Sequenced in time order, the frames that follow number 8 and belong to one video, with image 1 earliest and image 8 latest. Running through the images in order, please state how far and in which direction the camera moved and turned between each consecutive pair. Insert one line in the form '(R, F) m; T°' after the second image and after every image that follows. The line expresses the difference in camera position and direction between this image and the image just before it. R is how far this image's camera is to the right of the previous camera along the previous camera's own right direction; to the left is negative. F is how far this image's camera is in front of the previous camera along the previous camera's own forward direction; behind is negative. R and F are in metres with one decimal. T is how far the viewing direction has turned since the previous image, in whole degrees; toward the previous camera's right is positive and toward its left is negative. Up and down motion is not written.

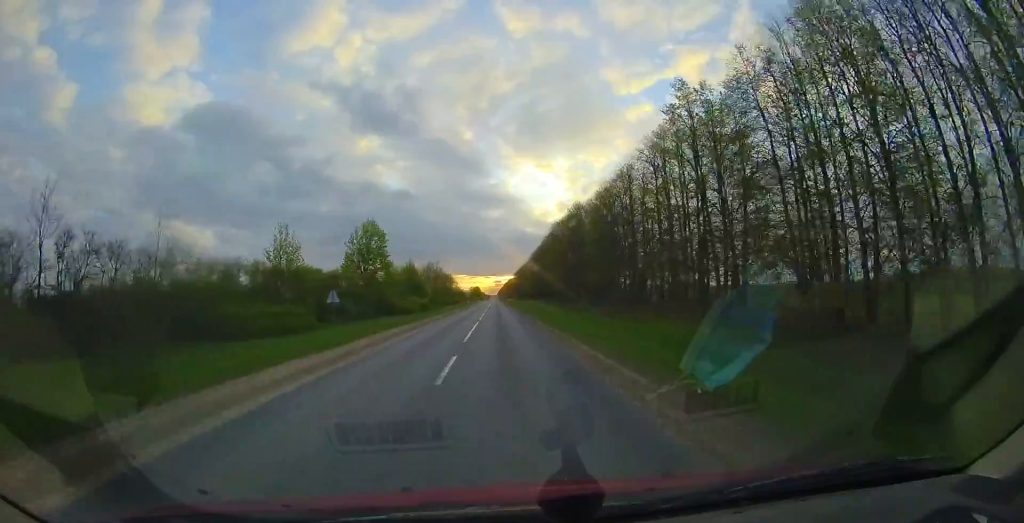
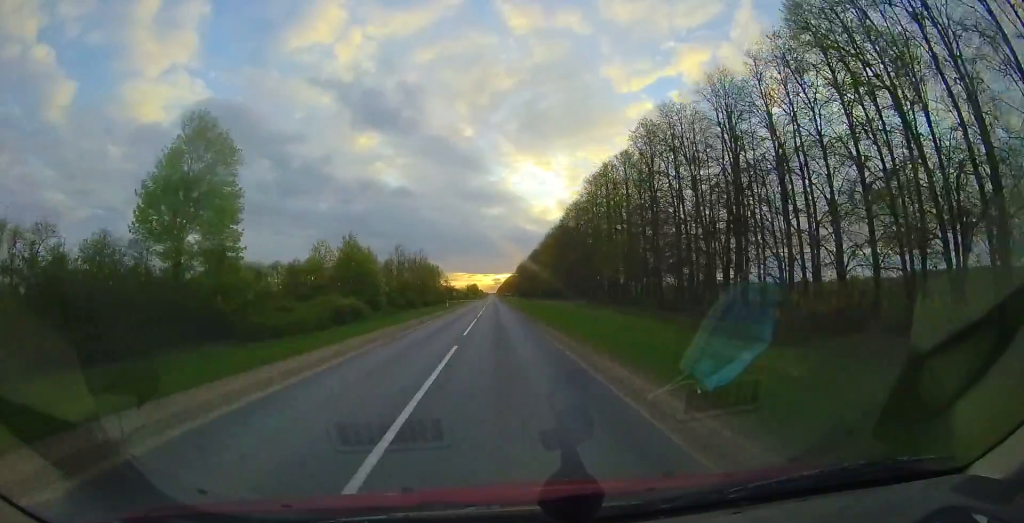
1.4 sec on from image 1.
(-0.1, +35.0) m; +1°
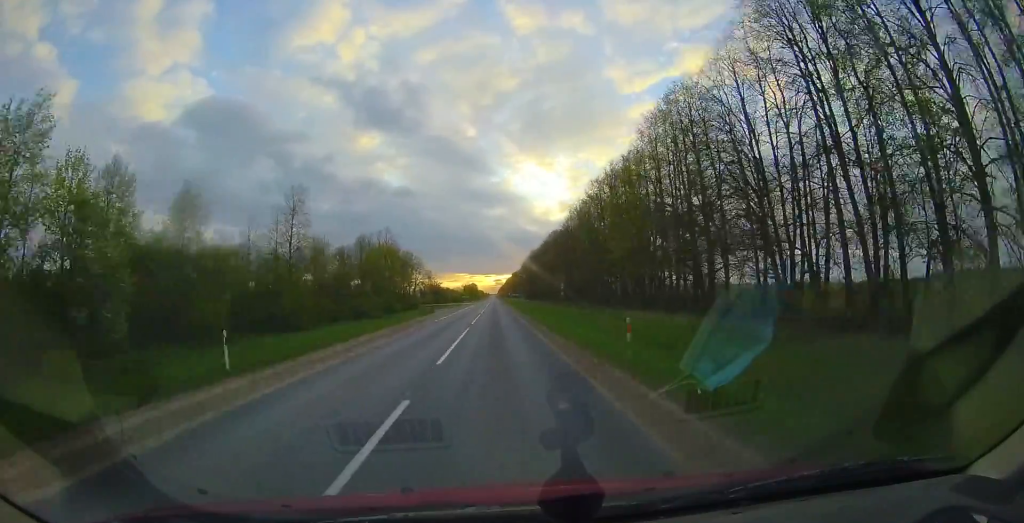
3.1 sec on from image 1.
(+1.3, +42.0) m; +2°
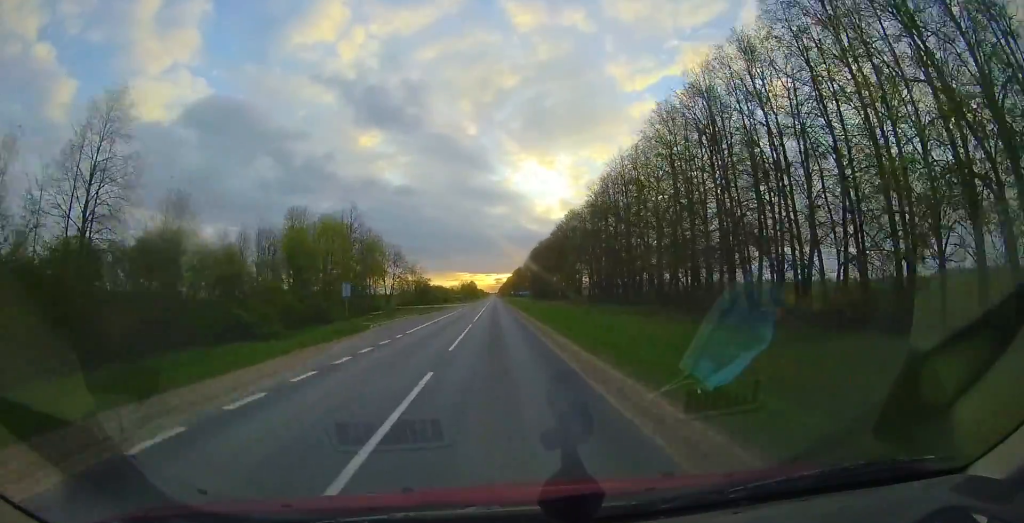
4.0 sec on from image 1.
(+0.1, +21.6) m; 0°
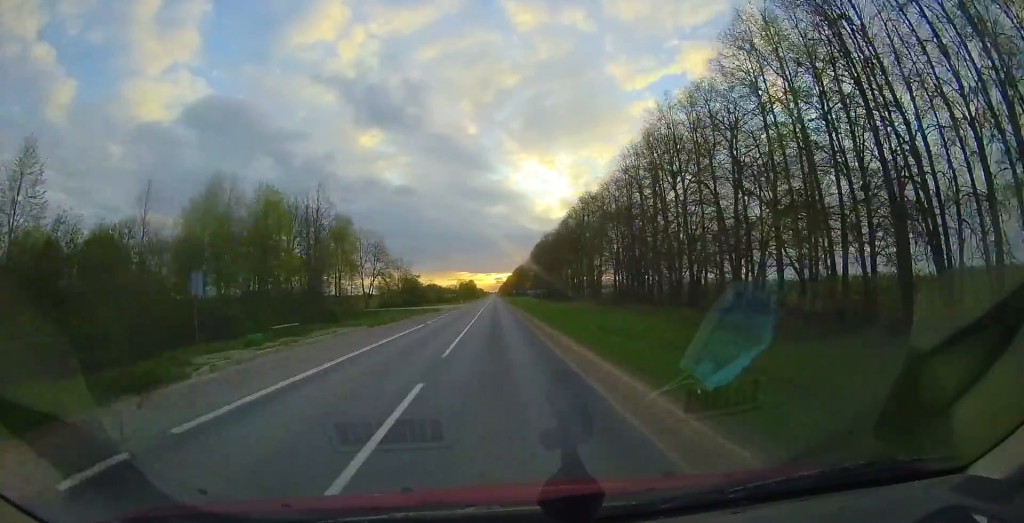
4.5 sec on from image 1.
(0.0, +13.0) m; 0°
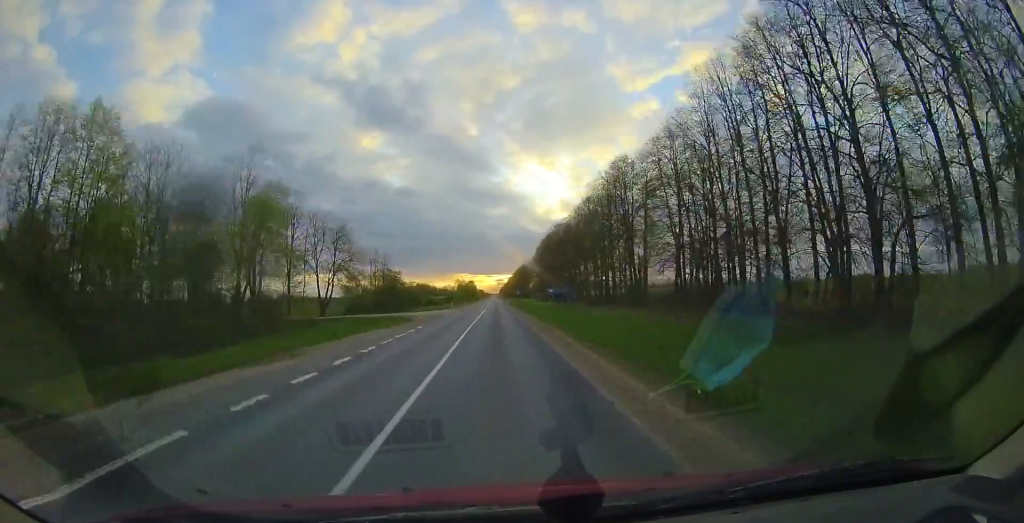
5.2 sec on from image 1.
(+0.1, +16.9) m; 0°
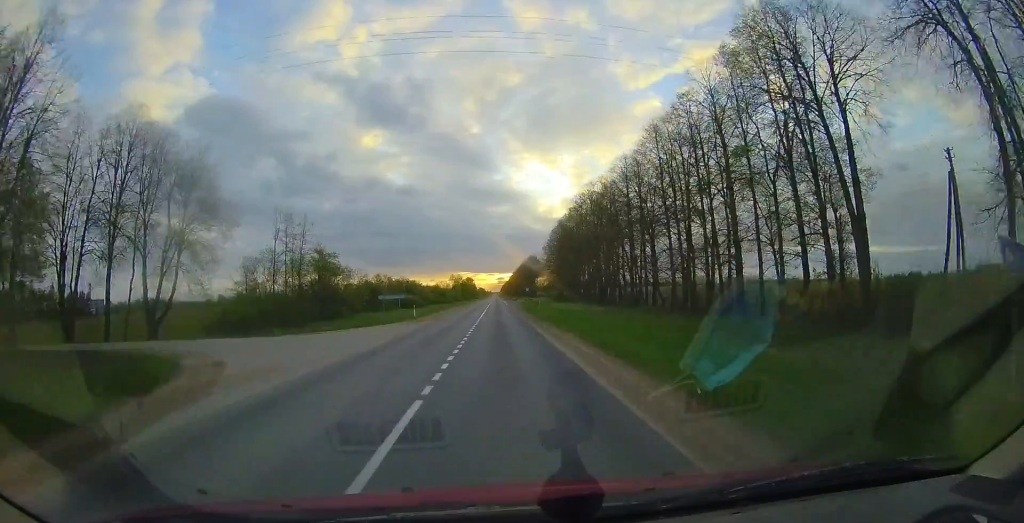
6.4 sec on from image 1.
(-0.1, +26.9) m; -2°
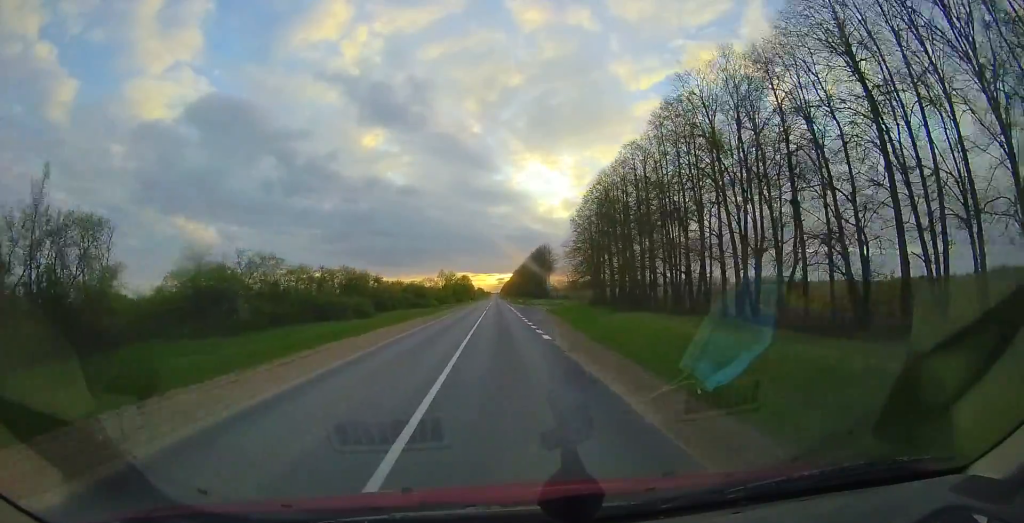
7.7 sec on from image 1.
(-0.6, +33.3) m; 0°
